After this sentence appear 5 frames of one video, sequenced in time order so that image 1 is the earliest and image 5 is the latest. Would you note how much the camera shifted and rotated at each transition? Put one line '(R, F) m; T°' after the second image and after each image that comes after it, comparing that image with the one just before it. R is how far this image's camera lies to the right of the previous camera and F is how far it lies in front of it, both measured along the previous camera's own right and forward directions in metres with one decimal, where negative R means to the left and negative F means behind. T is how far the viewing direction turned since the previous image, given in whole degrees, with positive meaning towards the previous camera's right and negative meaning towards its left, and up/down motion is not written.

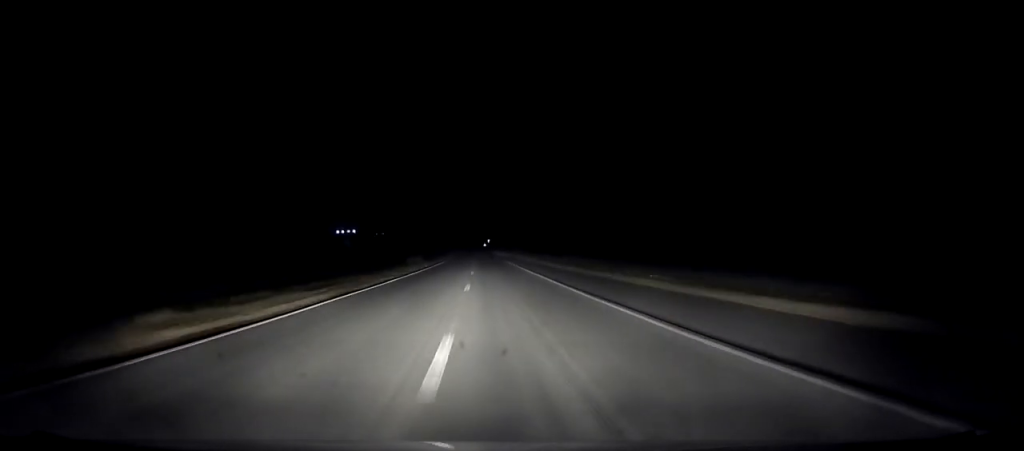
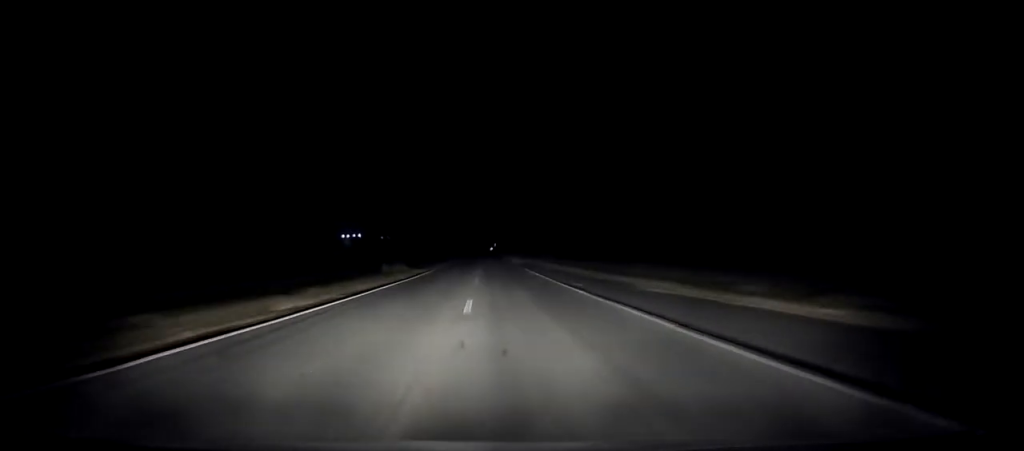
(0.0, +23.2) m; 0°
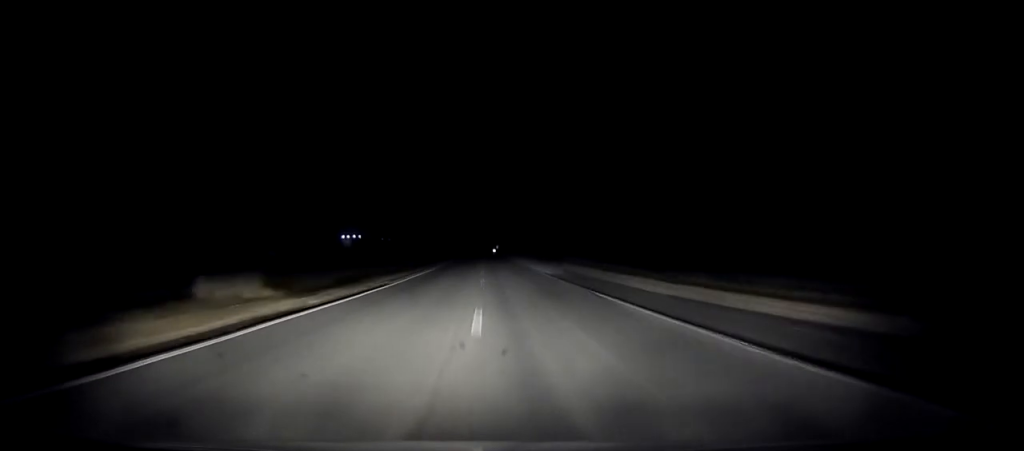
(-0.2, +35.3) m; 0°
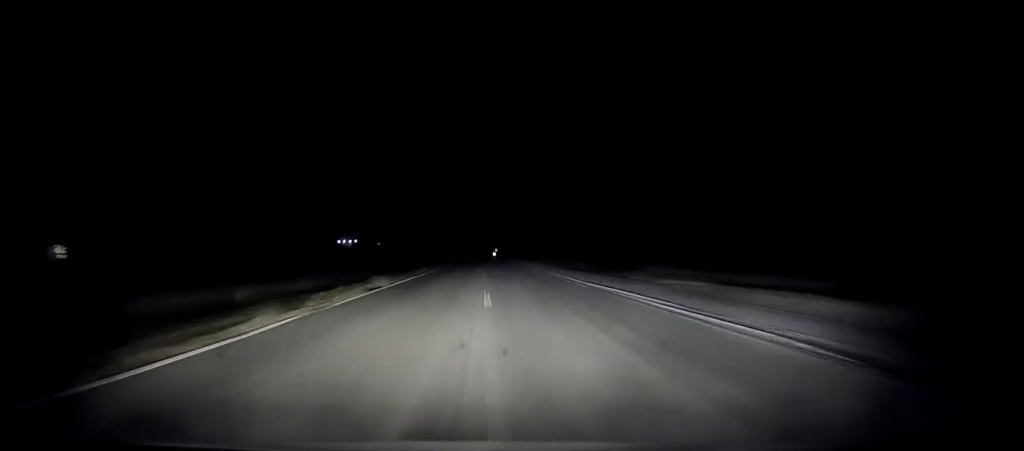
(0.0, +43.0) m; 0°
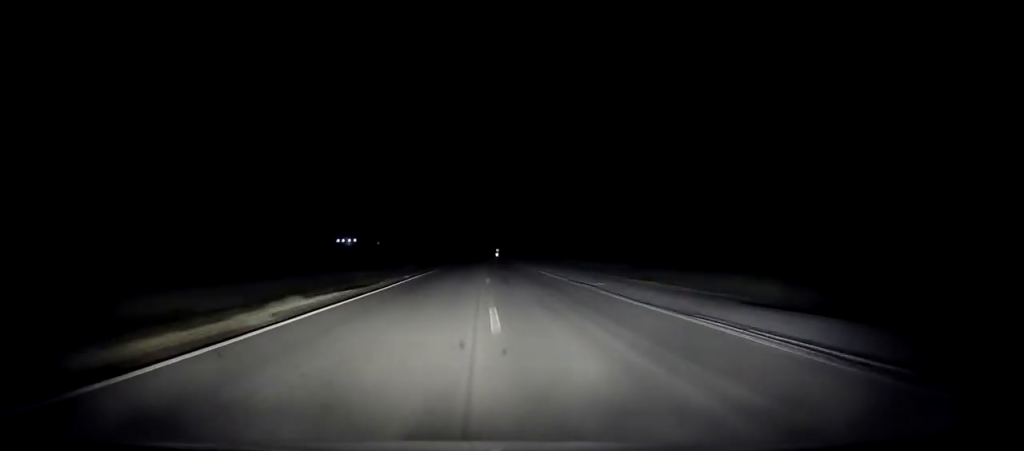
(-0.1, +36.1) m; 0°
